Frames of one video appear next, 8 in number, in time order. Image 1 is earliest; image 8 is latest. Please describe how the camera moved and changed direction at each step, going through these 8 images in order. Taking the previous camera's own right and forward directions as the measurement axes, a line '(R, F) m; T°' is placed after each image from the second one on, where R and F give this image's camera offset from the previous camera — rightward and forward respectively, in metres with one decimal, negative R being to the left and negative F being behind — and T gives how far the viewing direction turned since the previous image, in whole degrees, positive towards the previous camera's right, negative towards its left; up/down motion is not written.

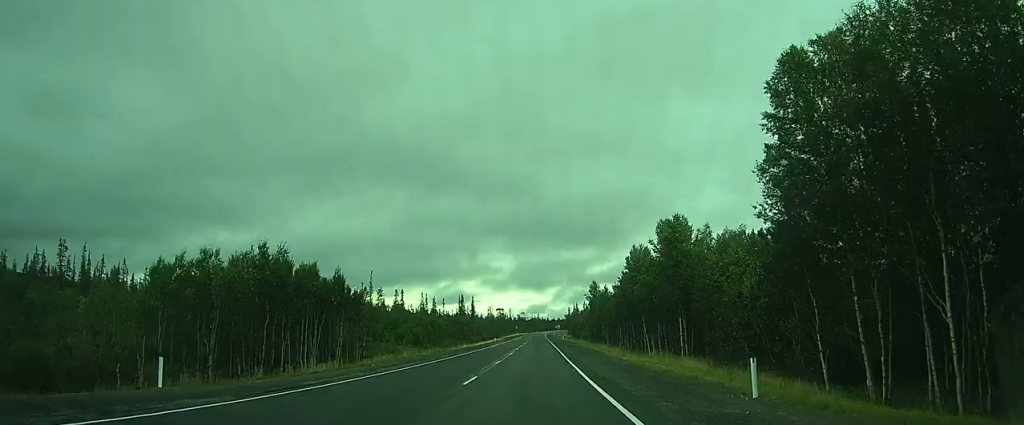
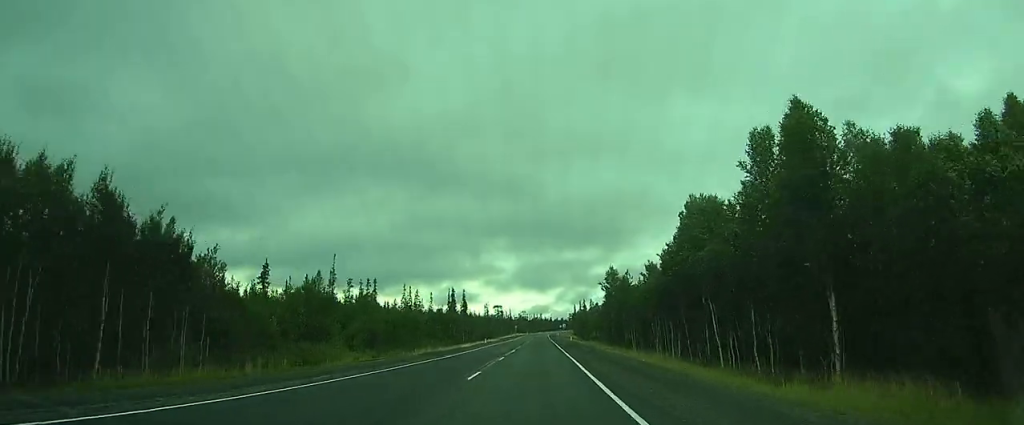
(+0.1, +22.6) m; 0°
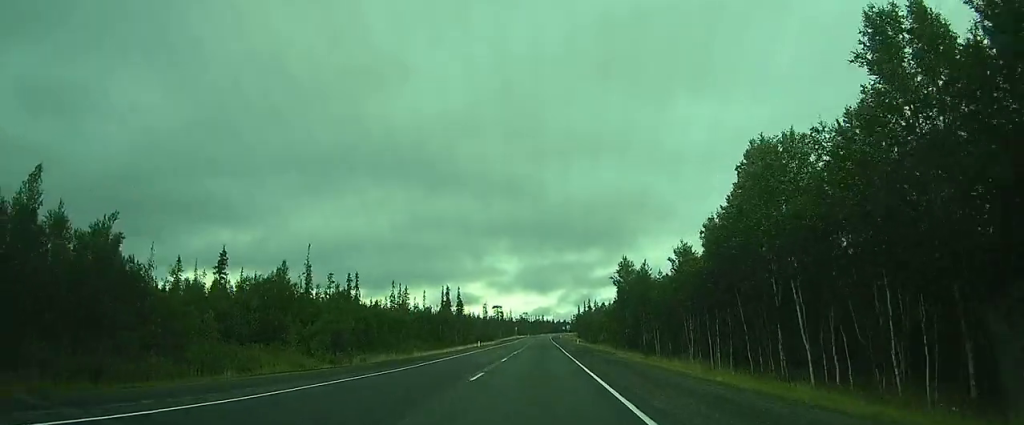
(0.0, +11.7) m; 0°
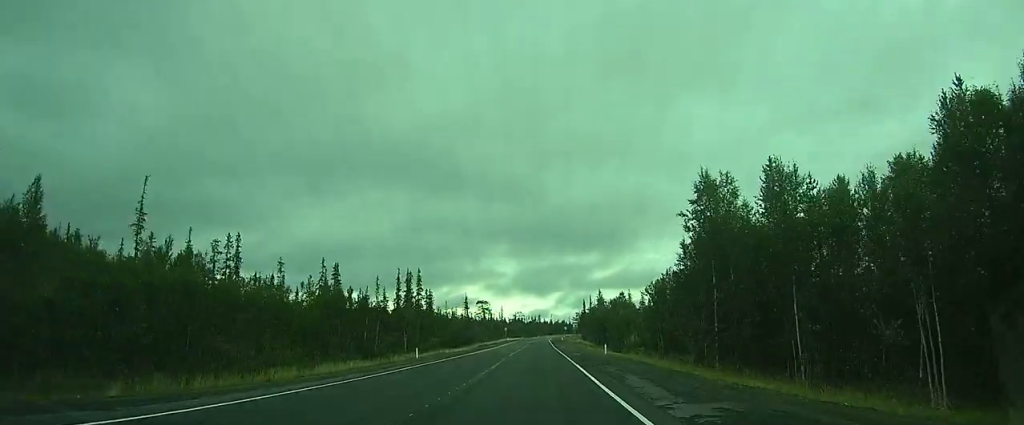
(-0.1, +37.6) m; -1°
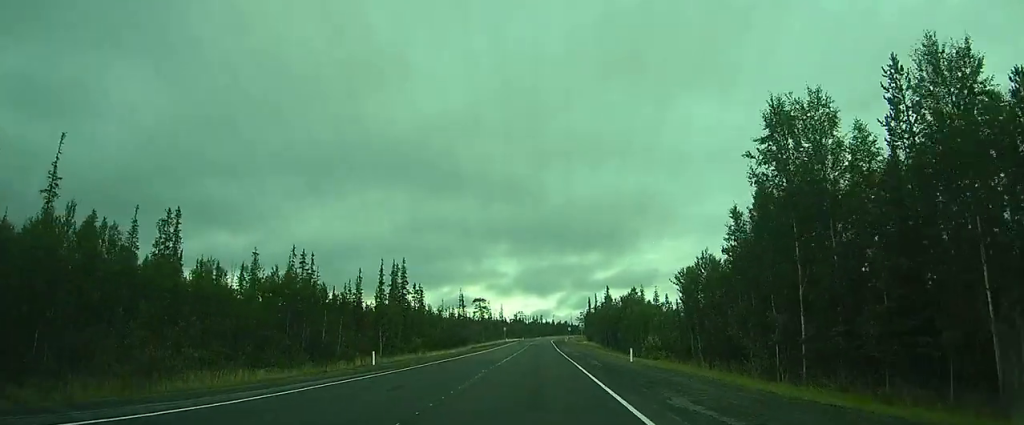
(-0.1, +11.2) m; 0°
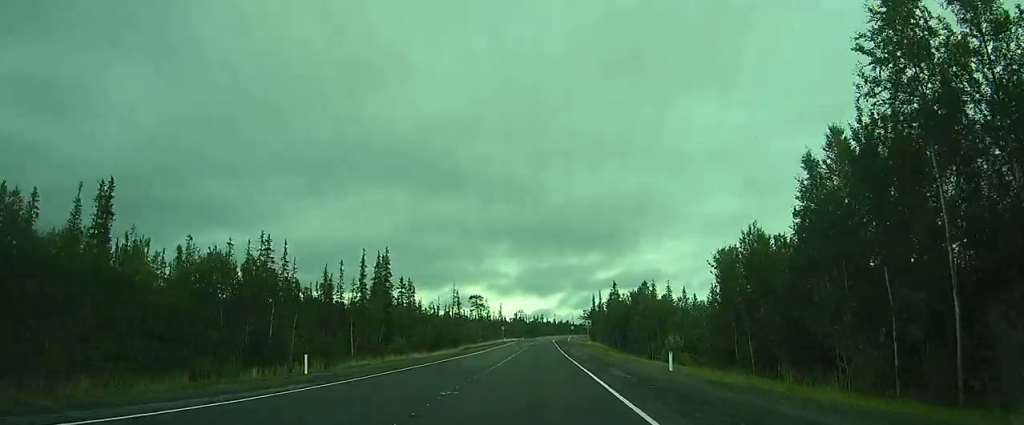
(0.0, +9.1) m; 0°
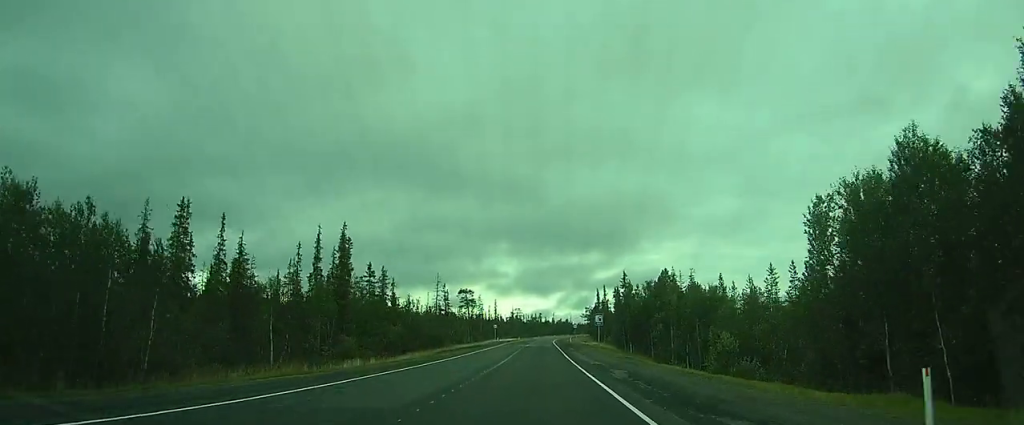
(0.0, +14.7) m; 0°
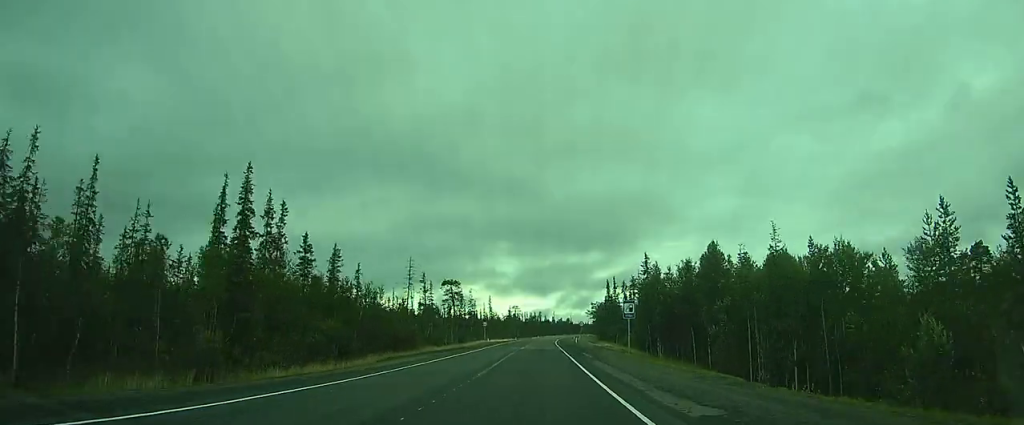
(0.0, +19.0) m; 0°
